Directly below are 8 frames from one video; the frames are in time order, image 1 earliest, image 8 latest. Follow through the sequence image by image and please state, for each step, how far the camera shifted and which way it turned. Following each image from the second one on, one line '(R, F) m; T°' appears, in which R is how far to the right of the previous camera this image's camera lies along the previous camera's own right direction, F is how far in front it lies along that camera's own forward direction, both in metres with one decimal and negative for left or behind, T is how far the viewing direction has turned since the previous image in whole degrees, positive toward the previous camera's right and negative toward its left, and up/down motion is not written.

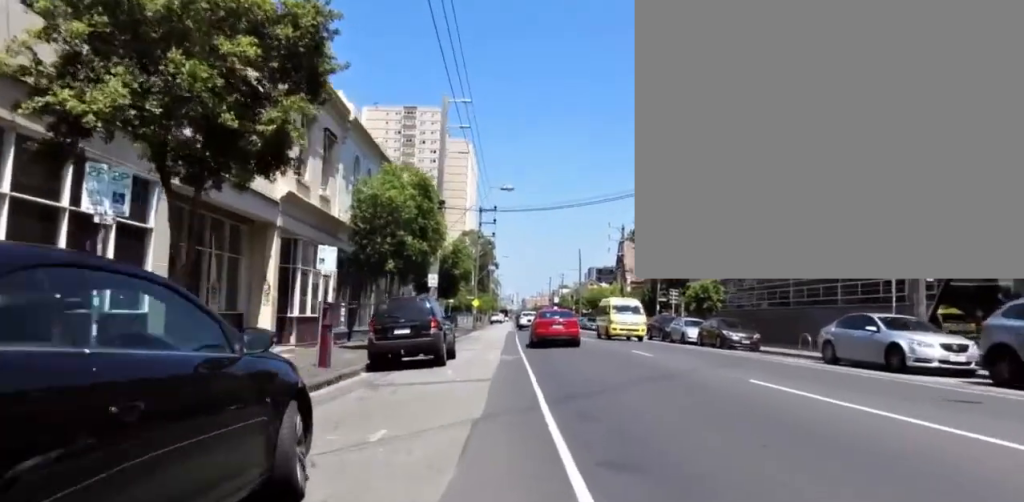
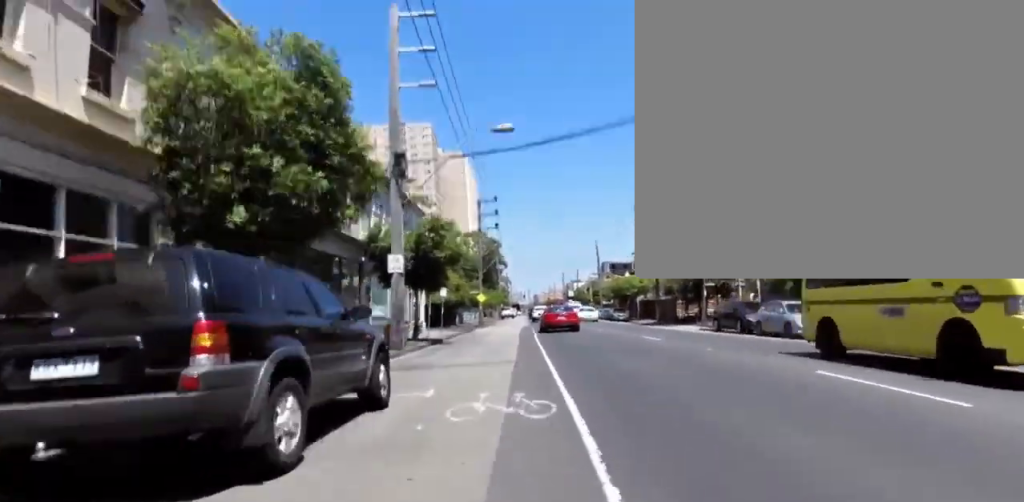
(-1.0, +11.9) m; -1°
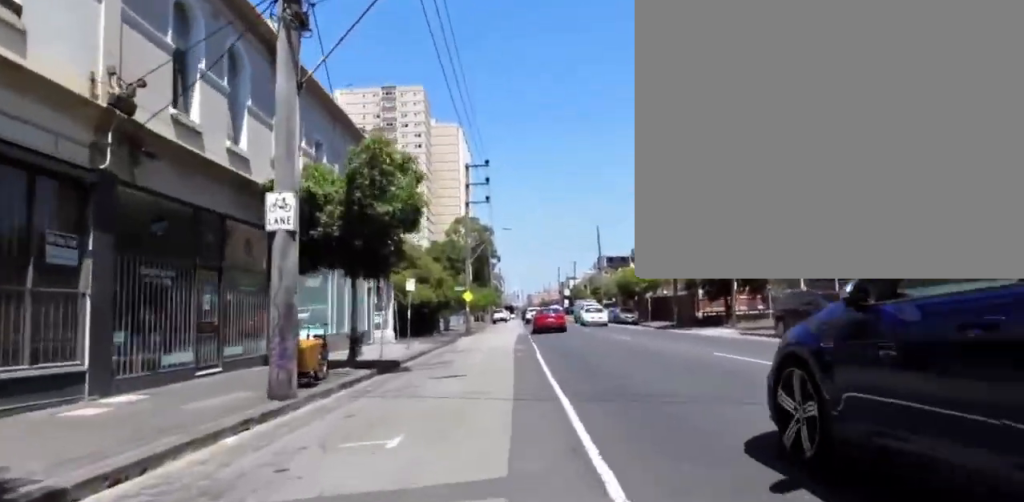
(+0.5, +8.7) m; -1°
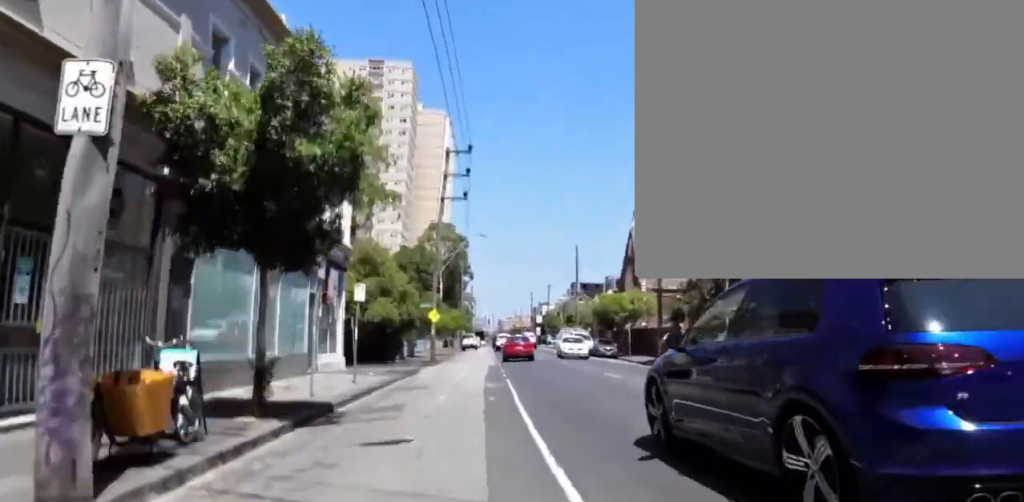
(-0.4, +4.1) m; -3°
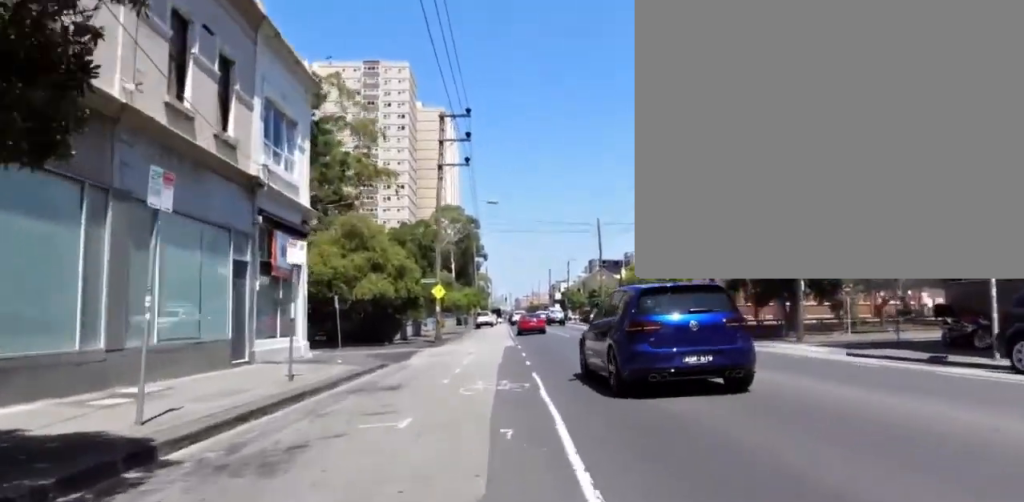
(-0.2, +7.4) m; +2°
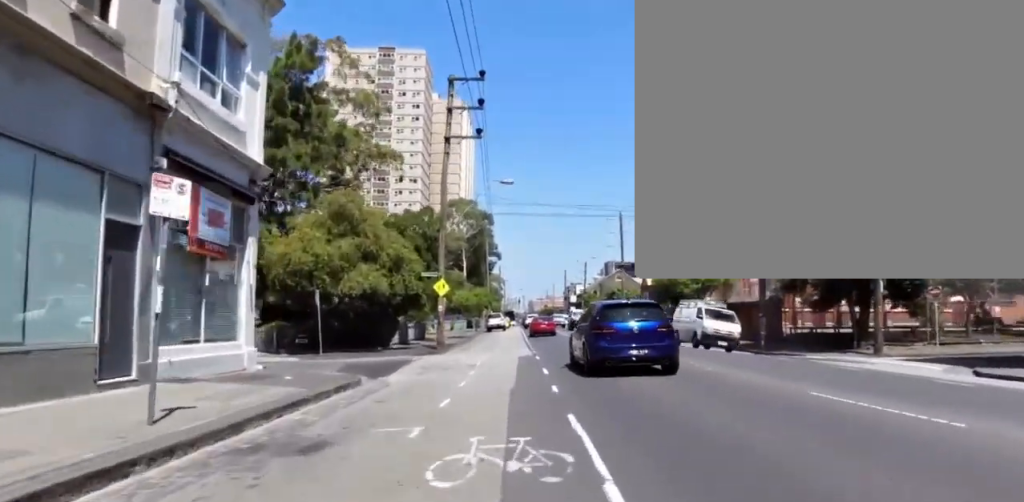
(+0.1, +5.0) m; +3°
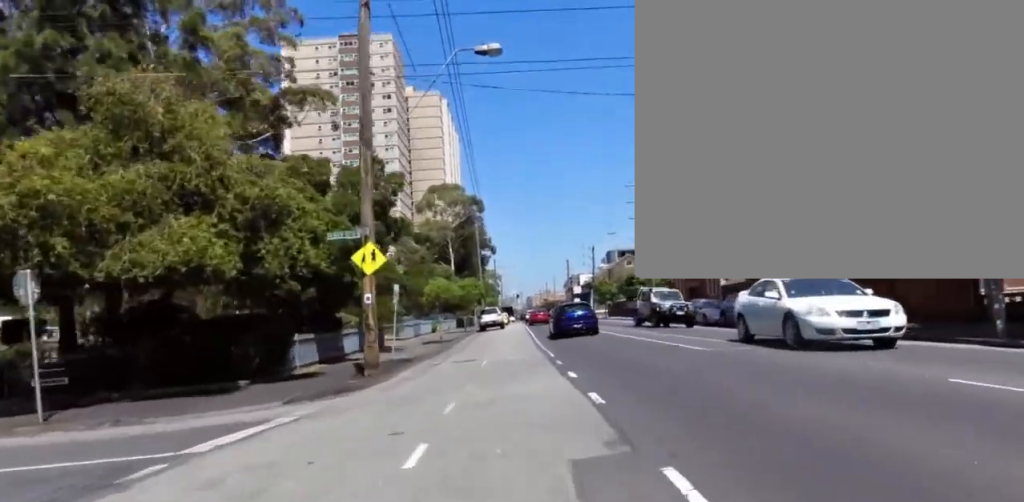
(-0.4, +14.5) m; +1°
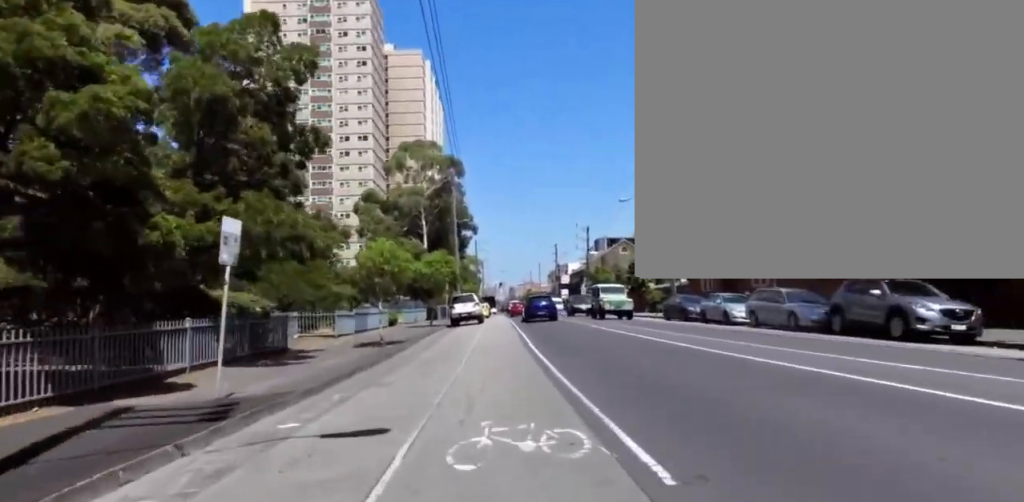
(+0.8, +10.6) m; 0°
